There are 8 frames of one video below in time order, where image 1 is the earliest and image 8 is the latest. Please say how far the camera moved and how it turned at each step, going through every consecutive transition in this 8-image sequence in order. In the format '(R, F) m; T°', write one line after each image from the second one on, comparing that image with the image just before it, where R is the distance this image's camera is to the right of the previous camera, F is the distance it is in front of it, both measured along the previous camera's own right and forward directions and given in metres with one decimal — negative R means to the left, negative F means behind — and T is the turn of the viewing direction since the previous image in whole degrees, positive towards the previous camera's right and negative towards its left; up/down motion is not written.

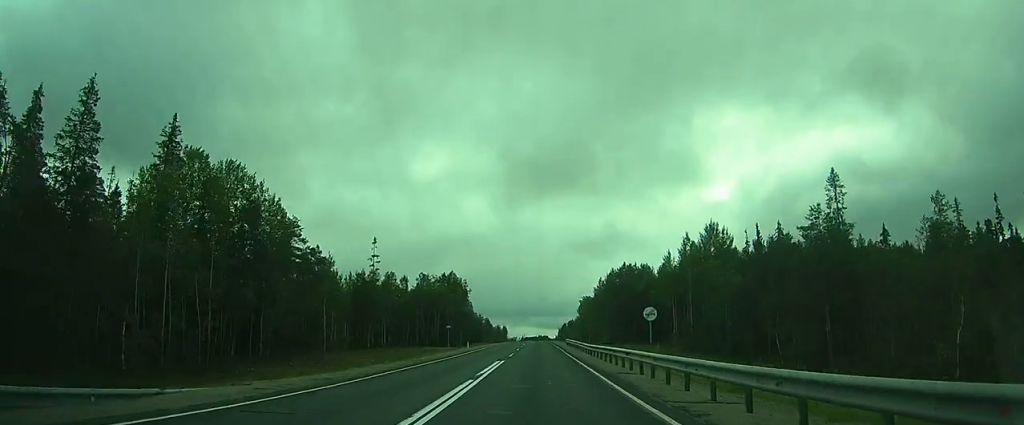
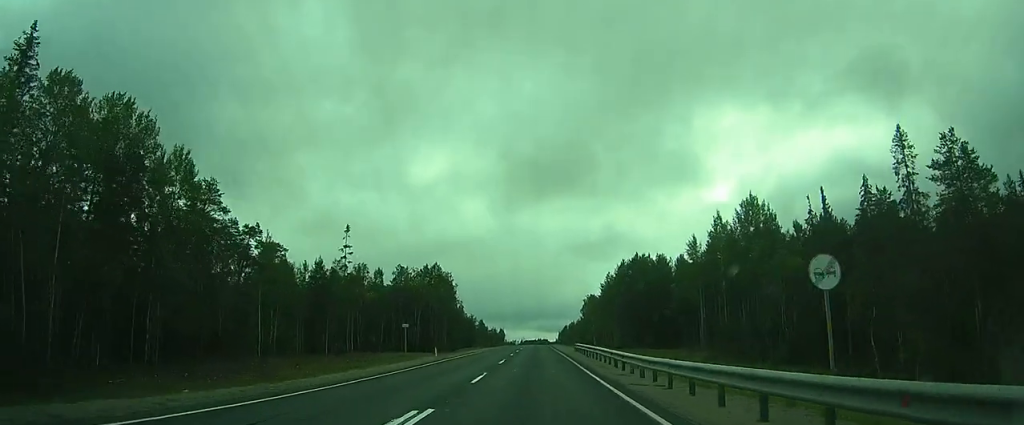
(-0.1, +19.6) m; 0°
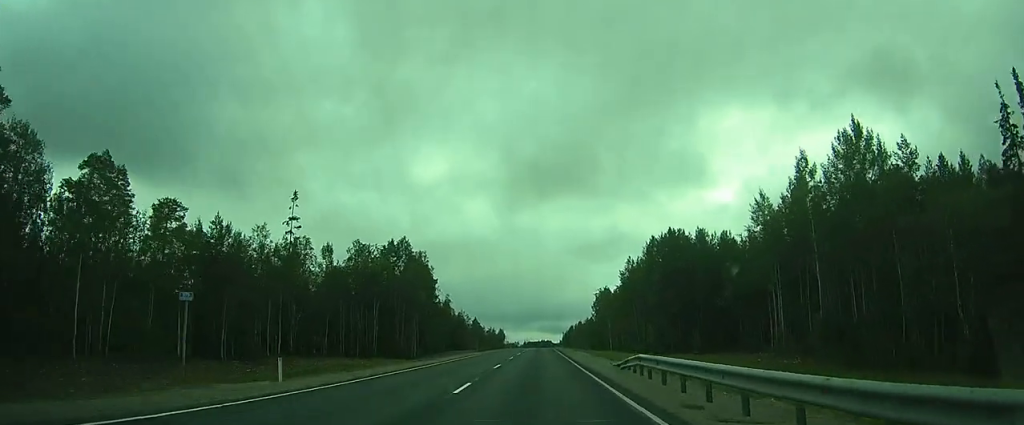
(0.0, +28.4) m; 0°
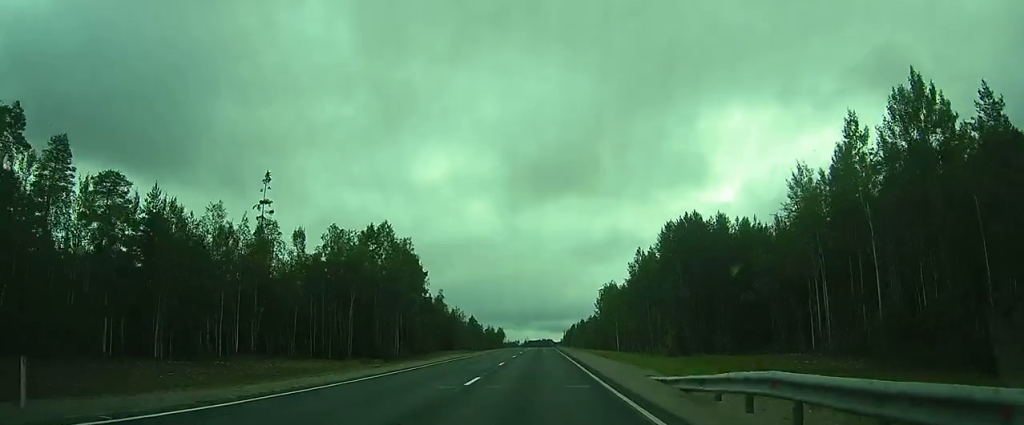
(0.0, +10.3) m; 0°
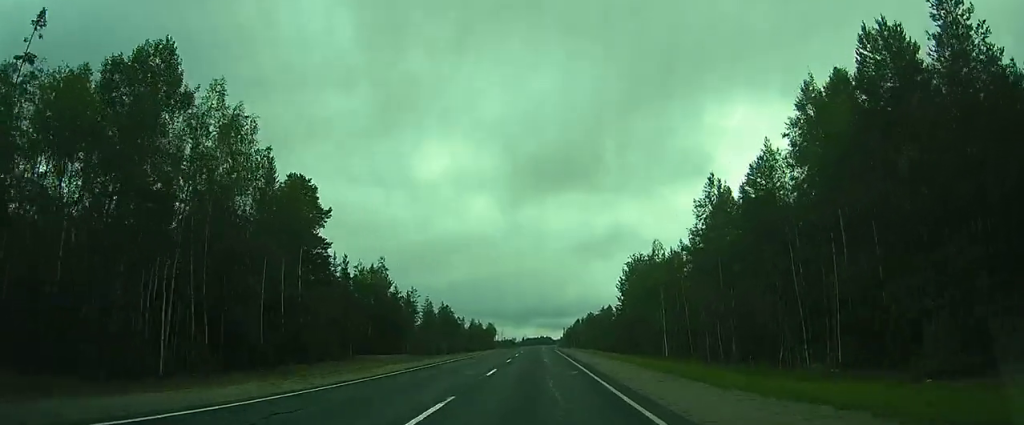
(0.0, +45.4) m; 0°
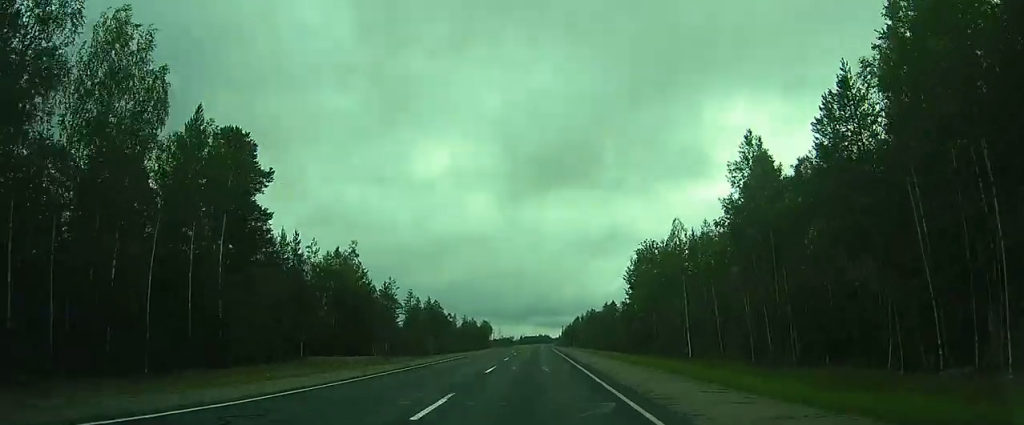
(0.0, +11.9) m; 0°
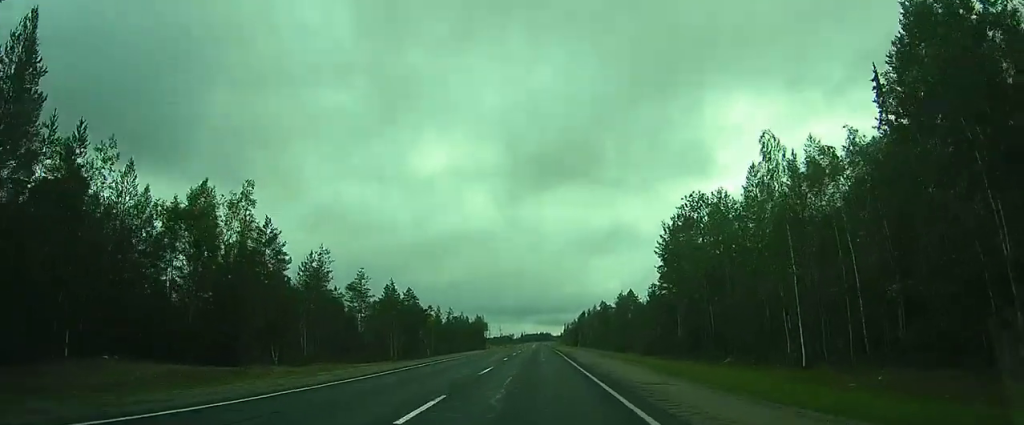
(0.0, +25.4) m; 0°
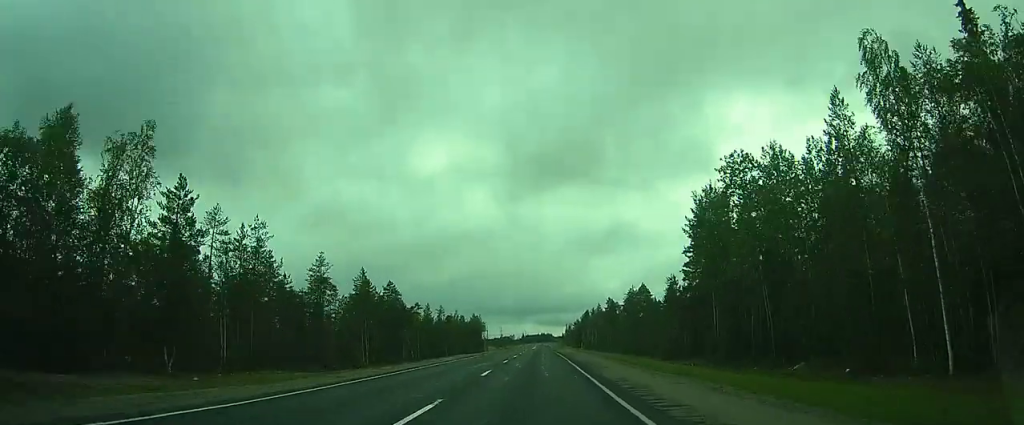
(0.0, +12.7) m; 0°
